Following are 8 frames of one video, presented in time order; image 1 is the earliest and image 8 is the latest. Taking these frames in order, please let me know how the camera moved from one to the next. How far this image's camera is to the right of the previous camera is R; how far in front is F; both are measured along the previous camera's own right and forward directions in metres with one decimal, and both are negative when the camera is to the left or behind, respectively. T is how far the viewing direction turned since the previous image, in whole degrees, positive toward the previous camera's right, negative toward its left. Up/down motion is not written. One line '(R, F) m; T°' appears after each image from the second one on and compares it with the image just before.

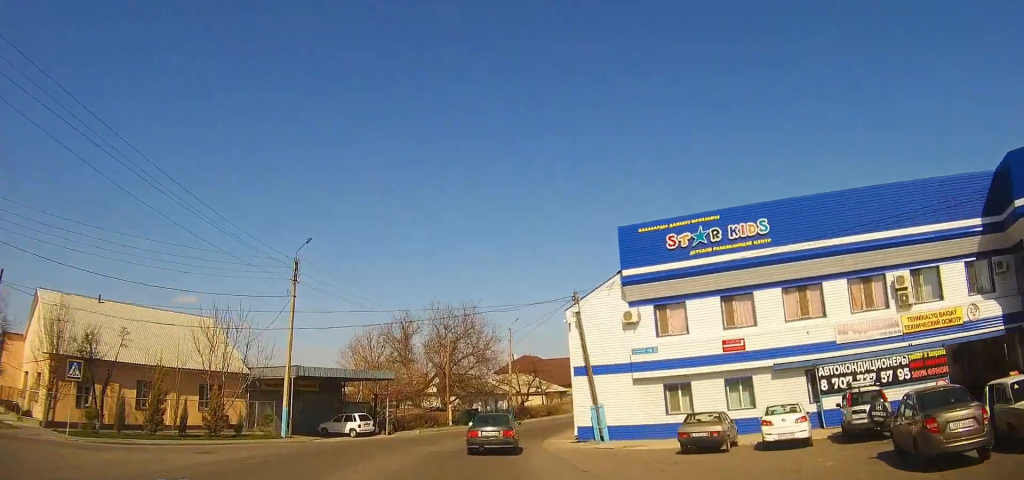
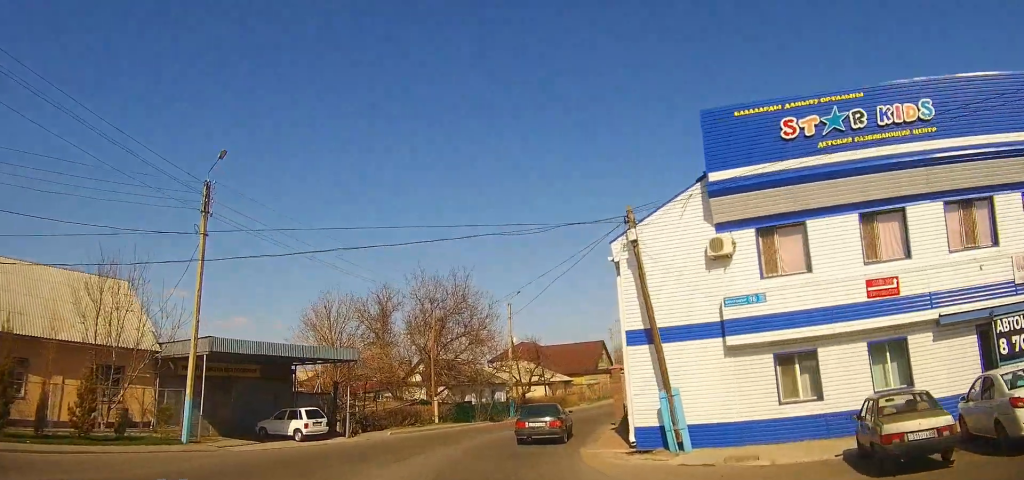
(0.0, +8.1) m; -1°
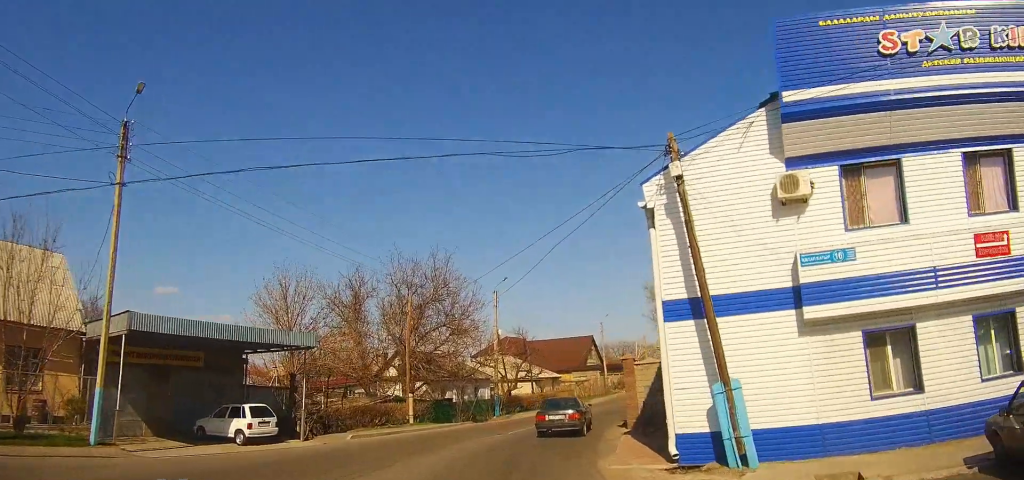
(-0.1, +4.6) m; +1°
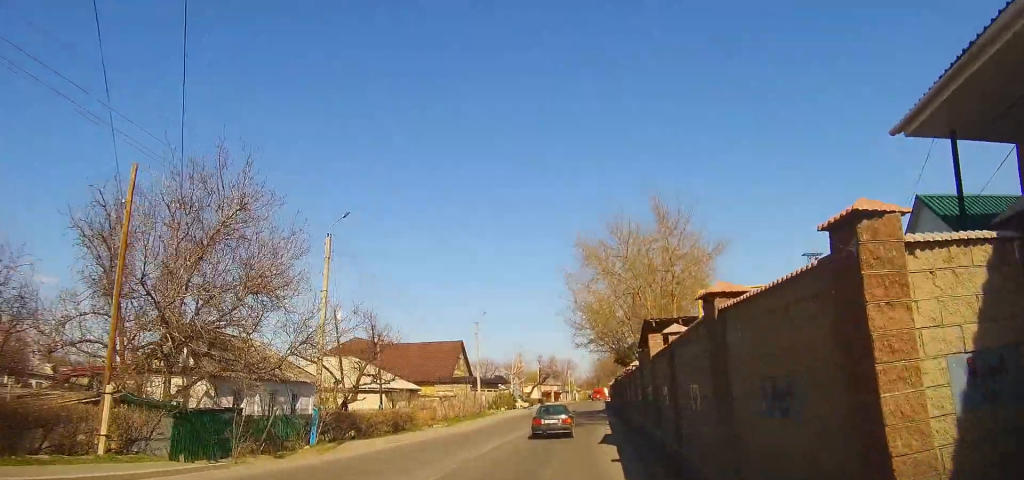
(+1.0, +17.9) m; +10°
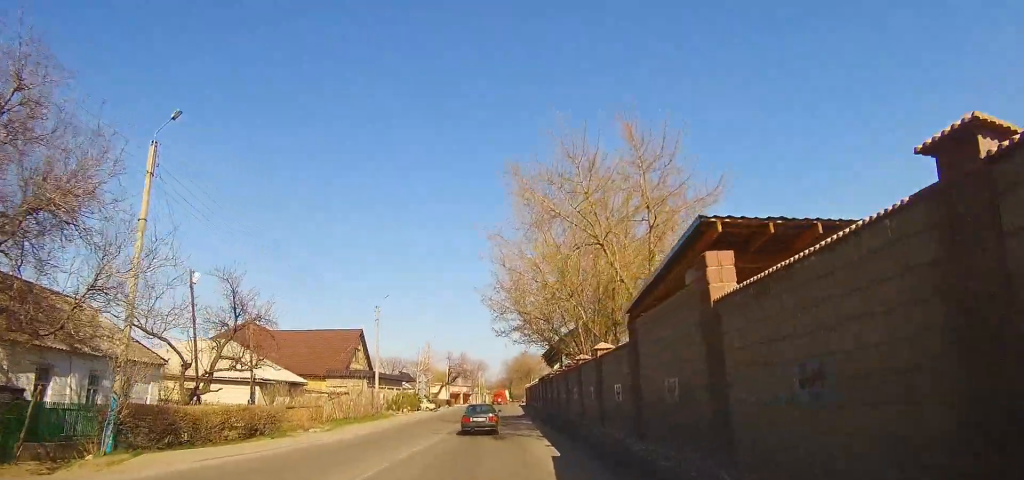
(+0.7, +9.1) m; +8°
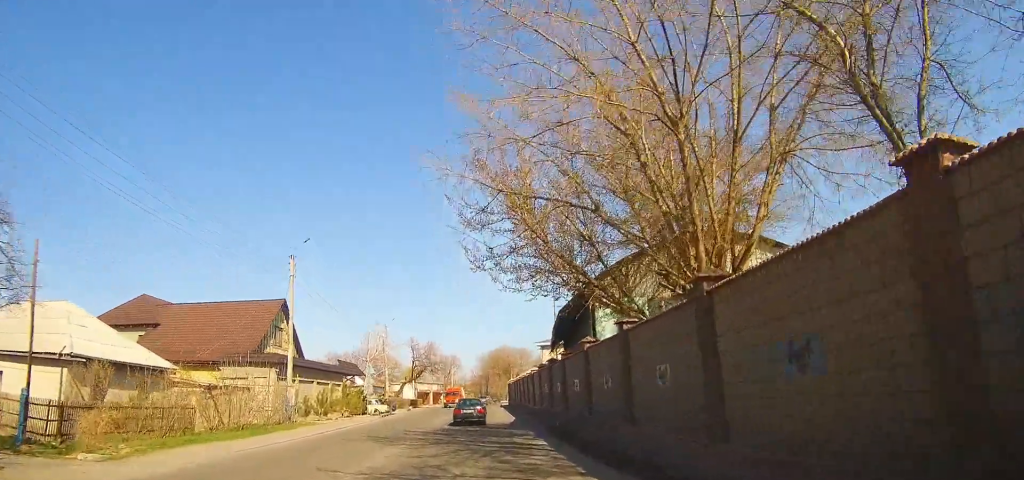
(+1.6, +16.6) m; +7°
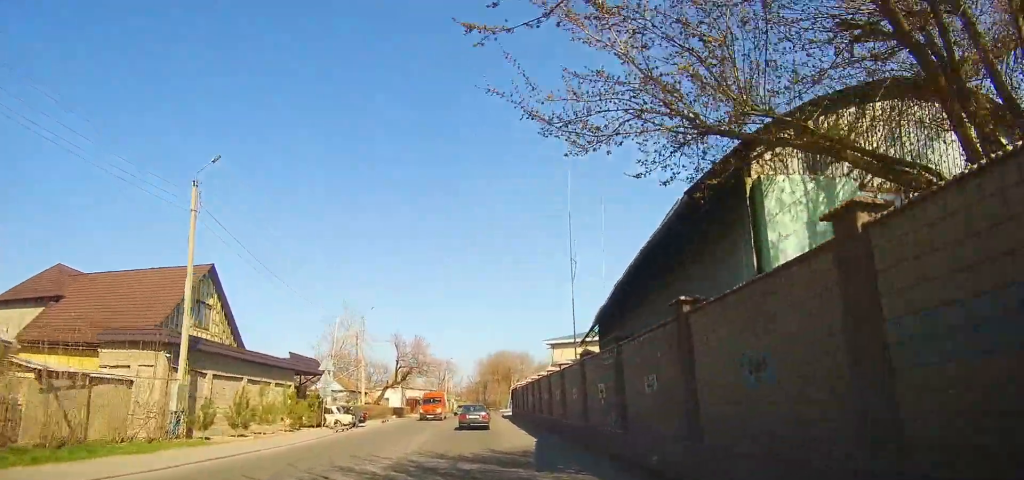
(+0.2, +11.9) m; +2°
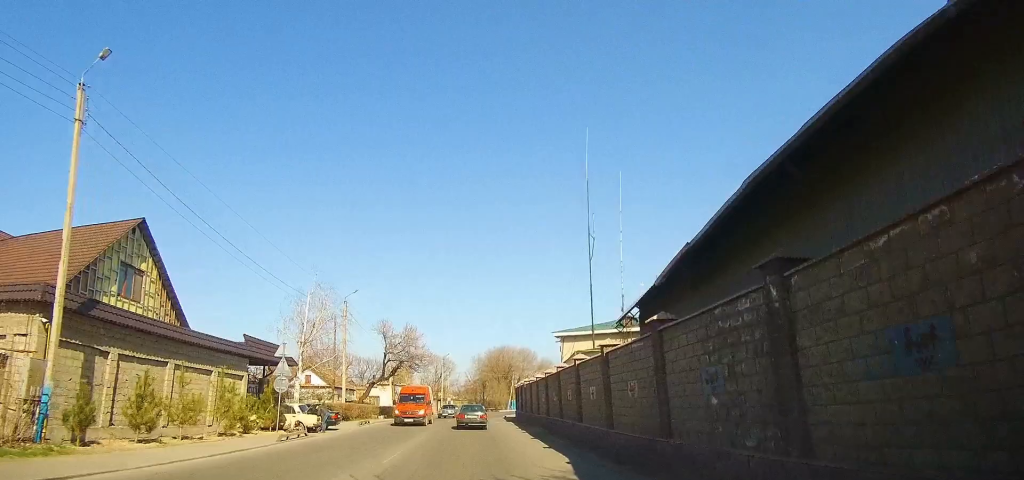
(0.0, +7.1) m; 0°
